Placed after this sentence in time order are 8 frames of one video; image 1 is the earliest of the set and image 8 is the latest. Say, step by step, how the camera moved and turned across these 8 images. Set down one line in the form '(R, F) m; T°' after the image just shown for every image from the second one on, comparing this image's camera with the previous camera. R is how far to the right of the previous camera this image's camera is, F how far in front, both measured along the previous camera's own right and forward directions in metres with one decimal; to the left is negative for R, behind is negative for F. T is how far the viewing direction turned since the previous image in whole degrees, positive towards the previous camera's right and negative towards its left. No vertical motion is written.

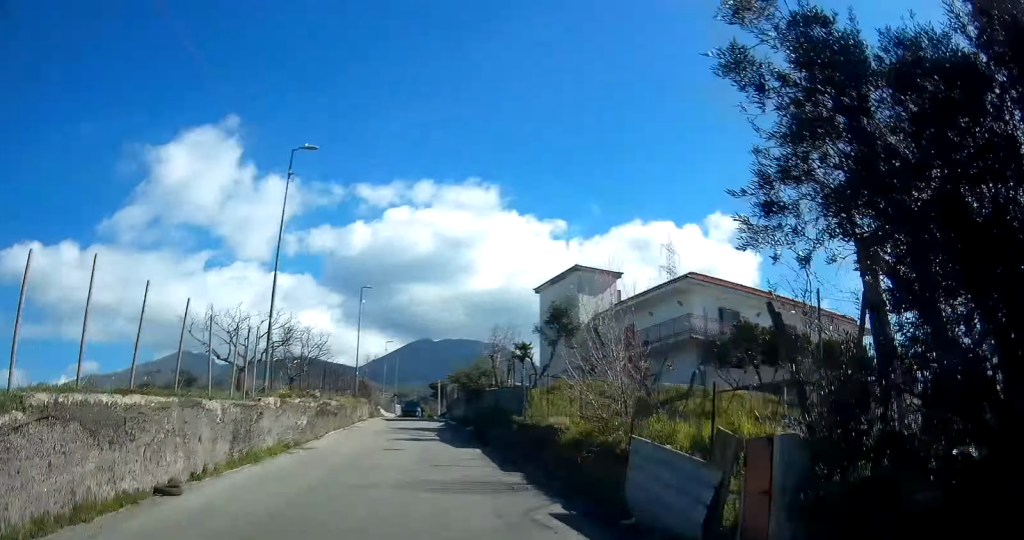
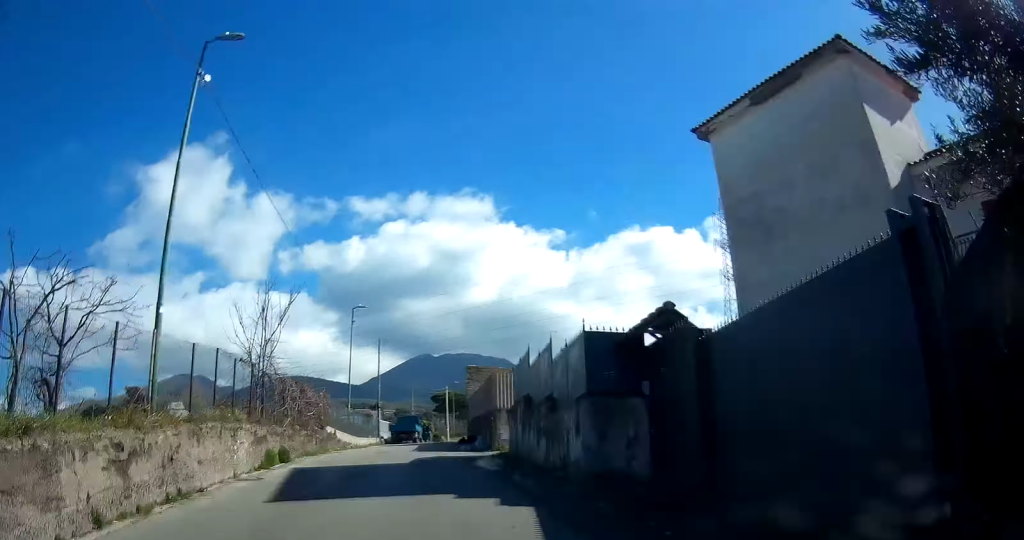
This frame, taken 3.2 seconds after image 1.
(-1.0, +29.7) m; 0°
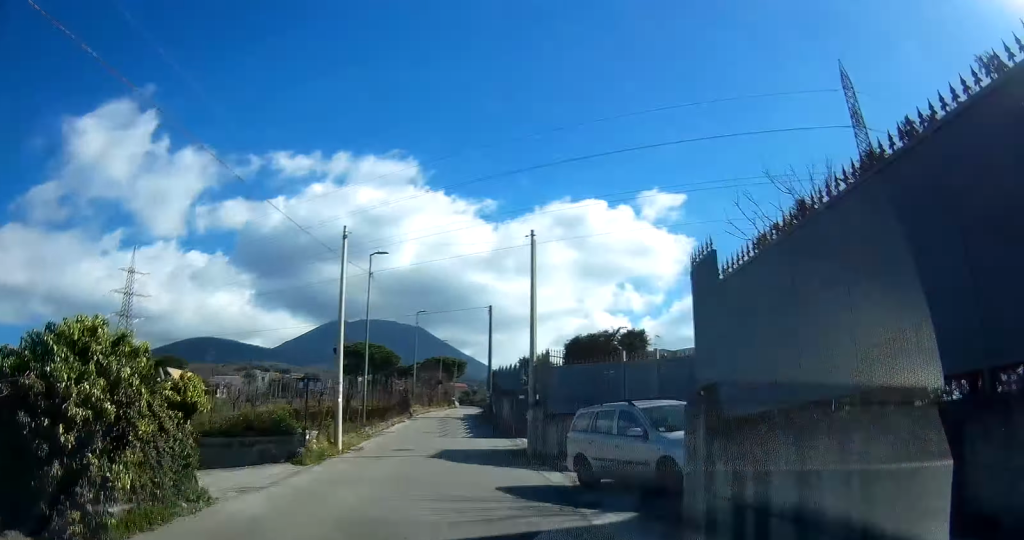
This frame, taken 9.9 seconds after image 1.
(+3.2, +62.2) m; +6°
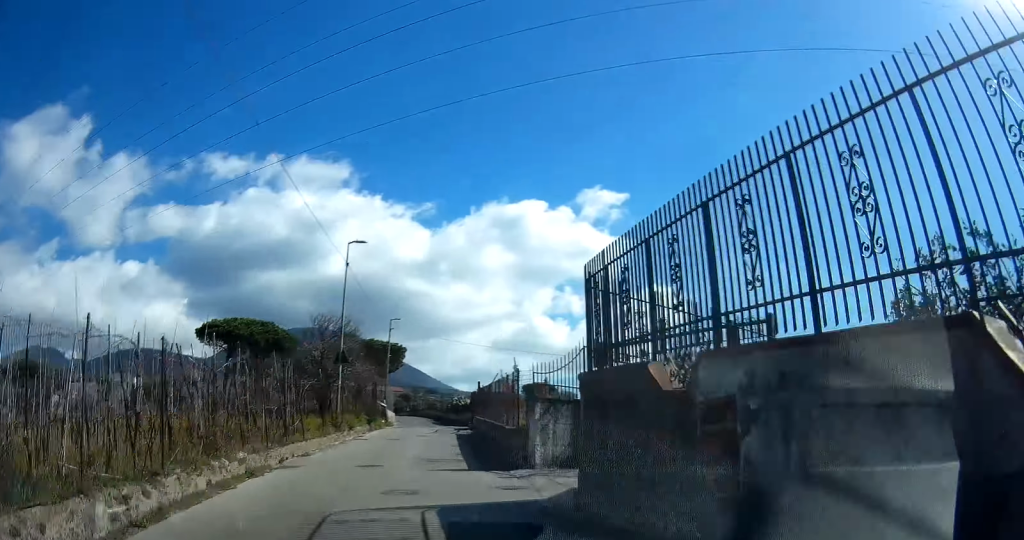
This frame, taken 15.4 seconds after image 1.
(+2.1, +45.9) m; +5°
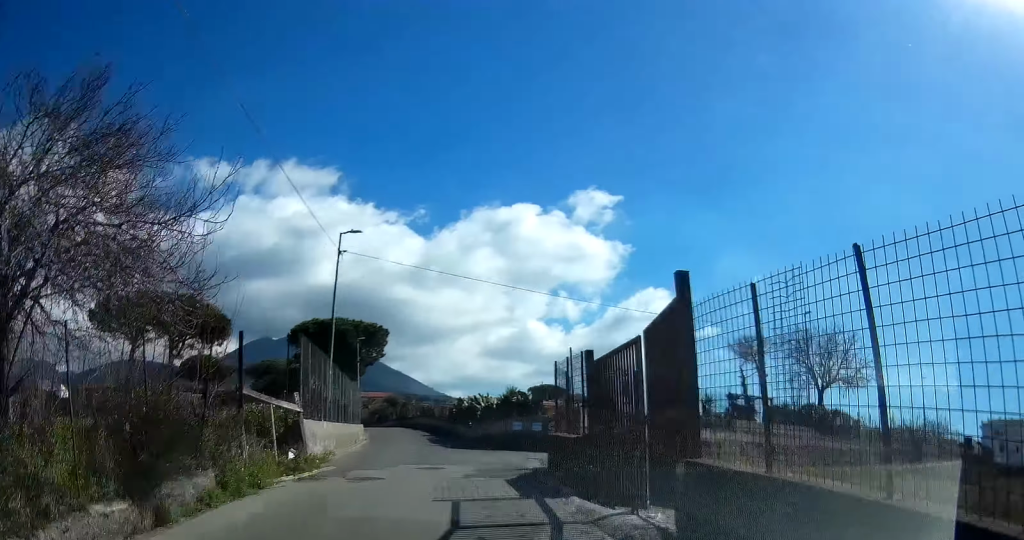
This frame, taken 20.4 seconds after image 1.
(+1.5, +36.4) m; +20°
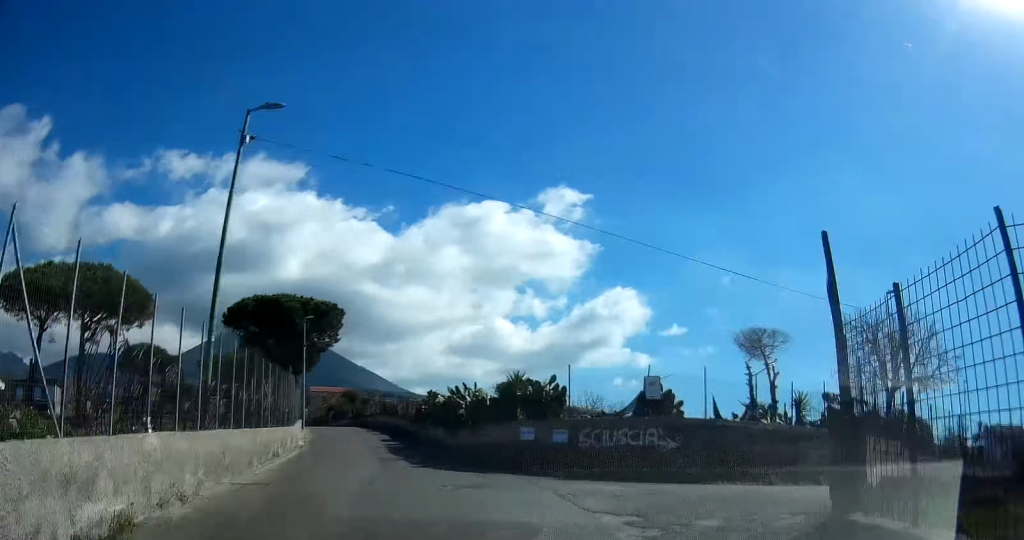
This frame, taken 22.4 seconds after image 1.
(-1.3, +13.2) m; +11°
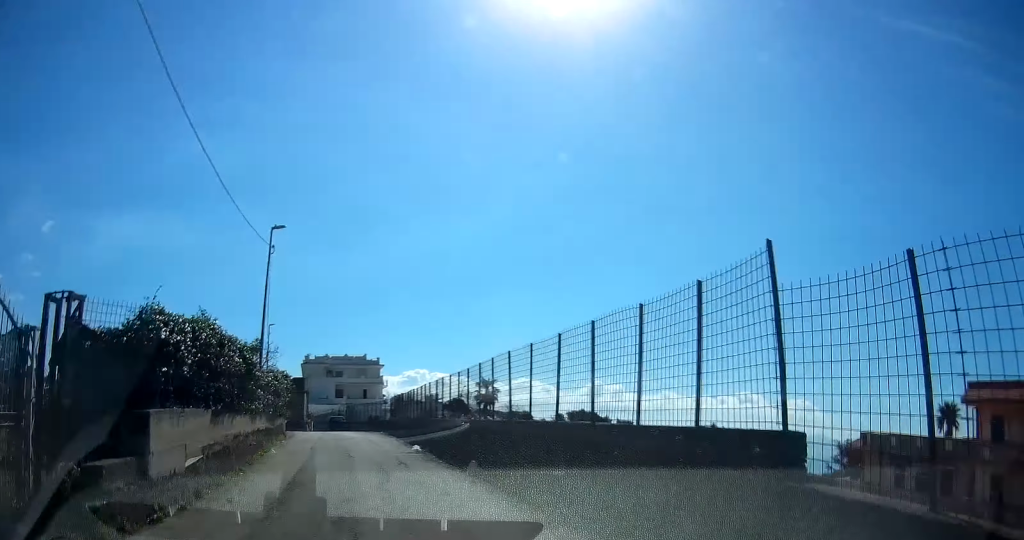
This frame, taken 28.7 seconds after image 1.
(+18.2, +42.8) m; +22°
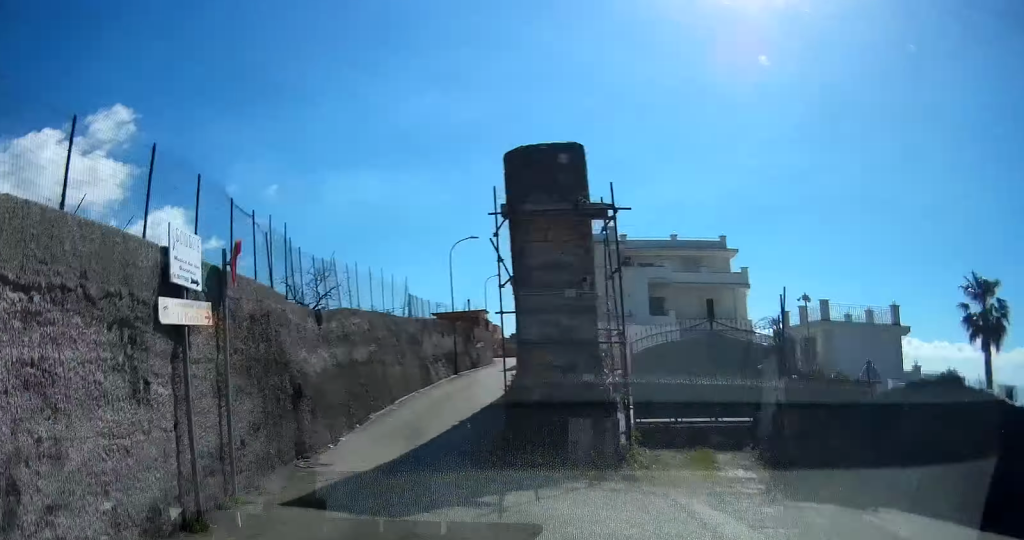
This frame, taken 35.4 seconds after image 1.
(-3.2, +50.8) m; -3°
